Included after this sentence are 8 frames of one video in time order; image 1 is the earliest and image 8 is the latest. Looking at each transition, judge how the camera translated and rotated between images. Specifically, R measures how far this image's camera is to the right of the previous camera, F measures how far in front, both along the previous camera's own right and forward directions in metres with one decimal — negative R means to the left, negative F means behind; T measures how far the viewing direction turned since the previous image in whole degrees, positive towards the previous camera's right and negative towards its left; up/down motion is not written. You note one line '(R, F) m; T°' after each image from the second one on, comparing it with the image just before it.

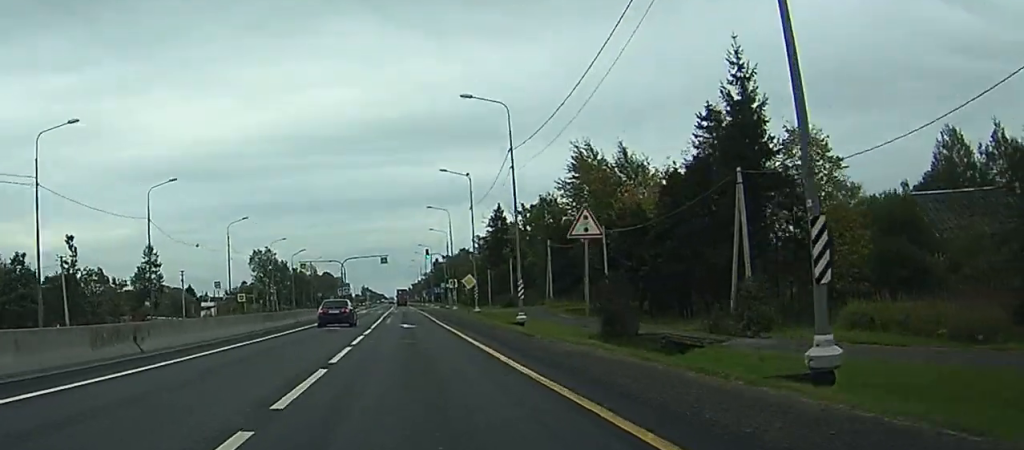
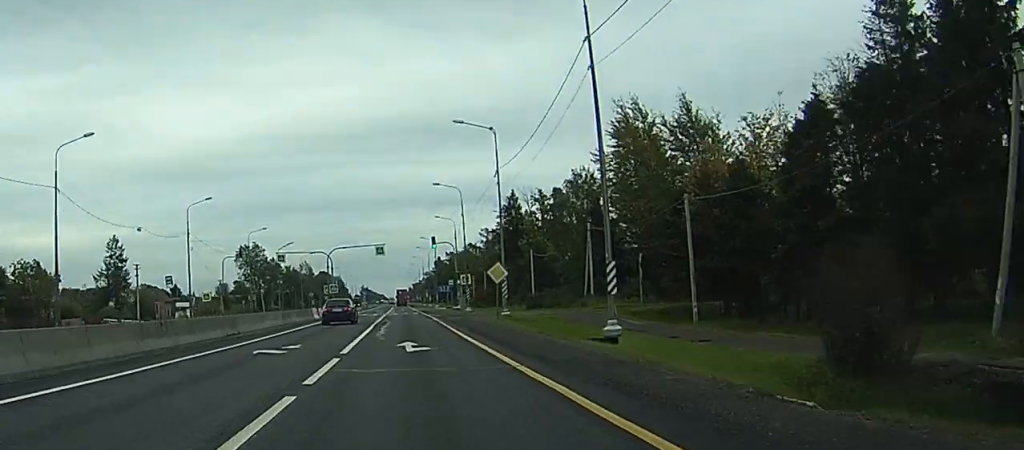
(+0.2, +20.5) m; -1°
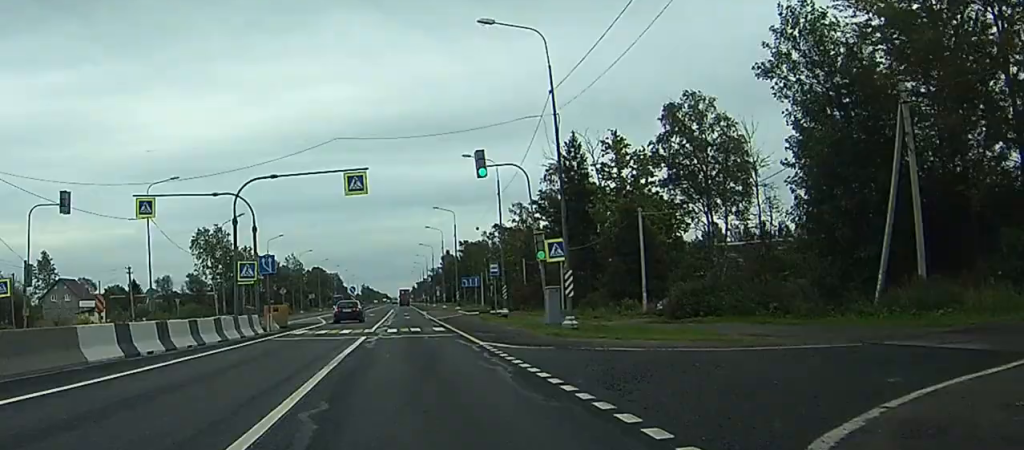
(-0.5, +49.7) m; 0°
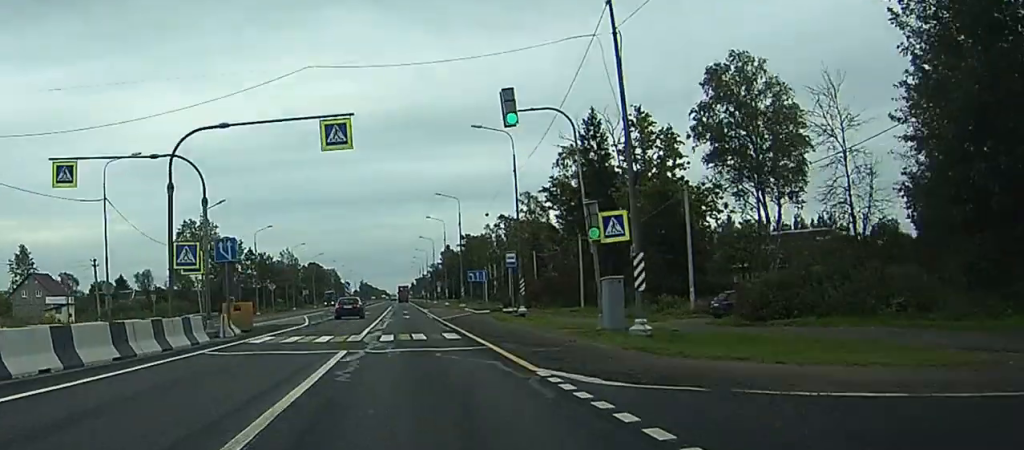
(0.0, +10.5) m; 0°
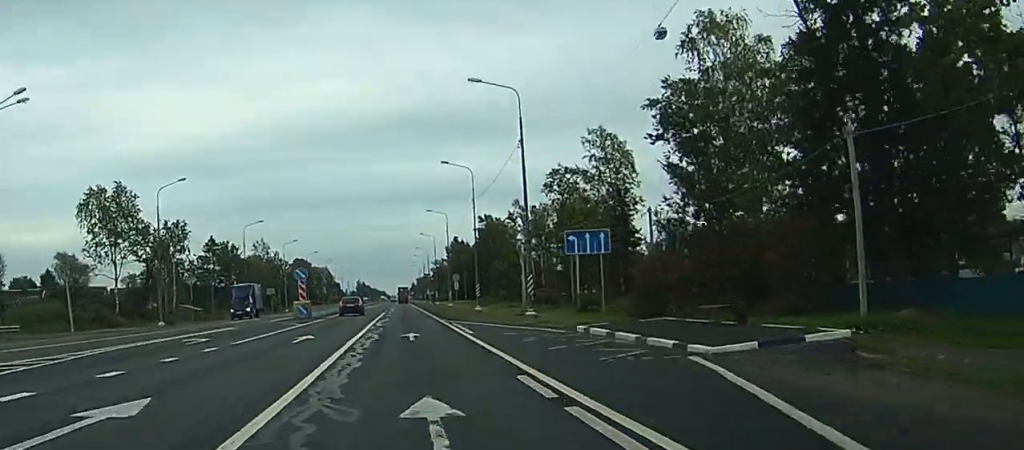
(-0.5, +50.8) m; 0°
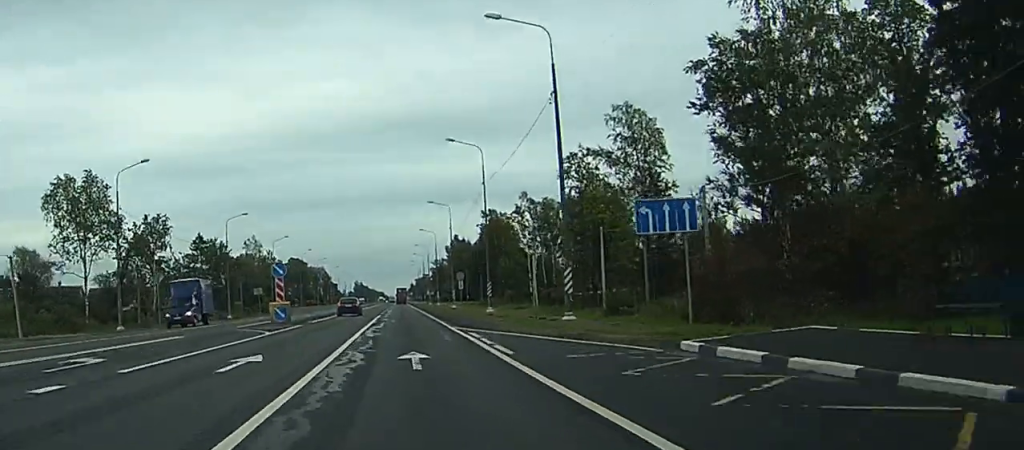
(0.0, +10.9) m; 0°
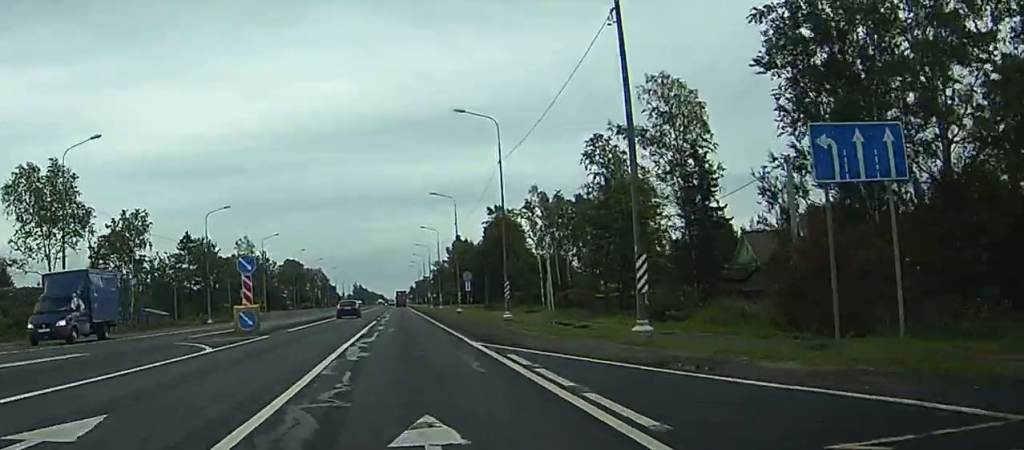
(+0.1, +10.9) m; -1°
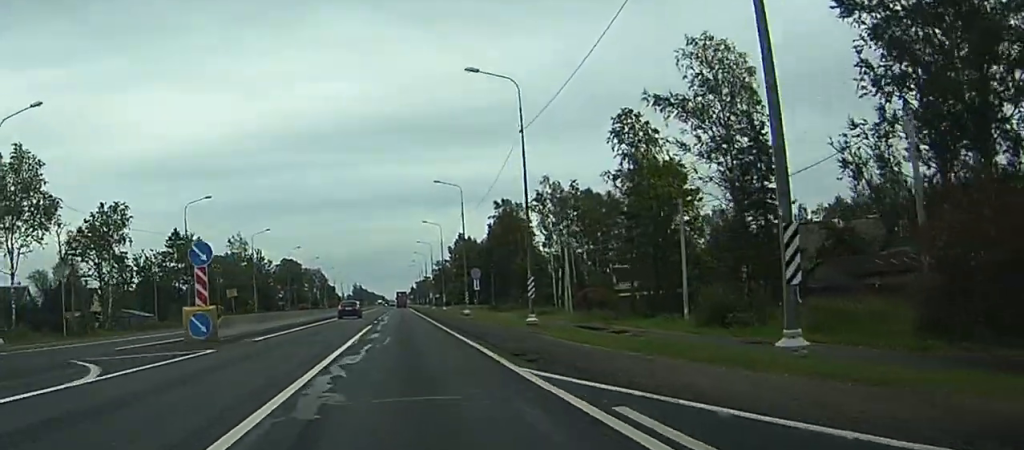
(+0.3, +9.5) m; -1°
